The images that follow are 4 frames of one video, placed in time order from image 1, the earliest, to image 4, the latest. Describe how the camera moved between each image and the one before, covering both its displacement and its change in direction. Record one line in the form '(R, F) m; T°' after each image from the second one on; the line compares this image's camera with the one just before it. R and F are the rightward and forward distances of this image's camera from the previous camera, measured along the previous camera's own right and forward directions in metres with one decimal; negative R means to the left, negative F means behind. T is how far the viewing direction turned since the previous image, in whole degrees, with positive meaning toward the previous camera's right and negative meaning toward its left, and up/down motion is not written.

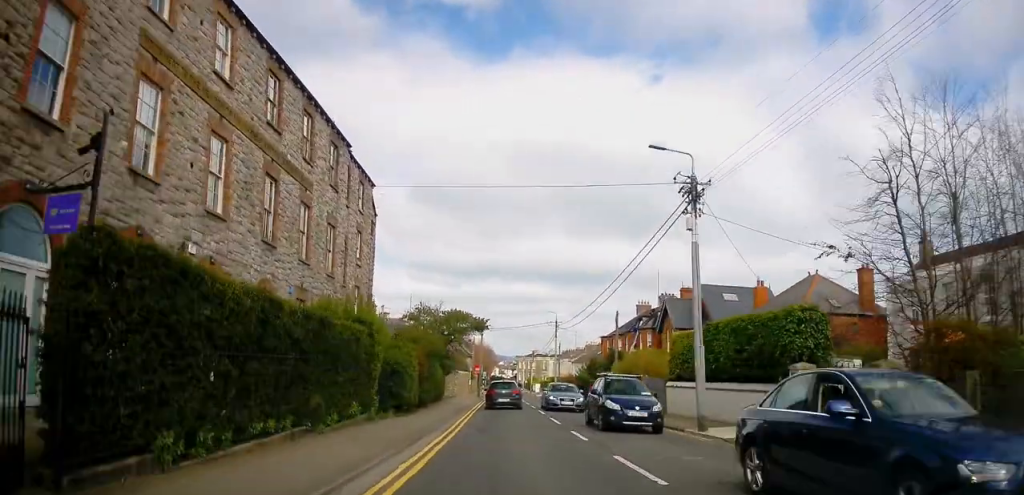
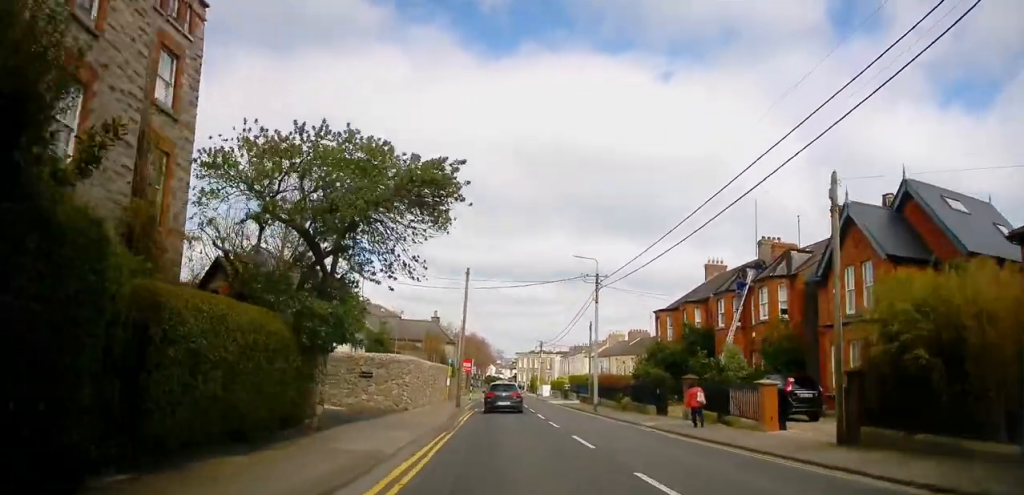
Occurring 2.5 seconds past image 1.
(+0.1, +26.2) m; +2°
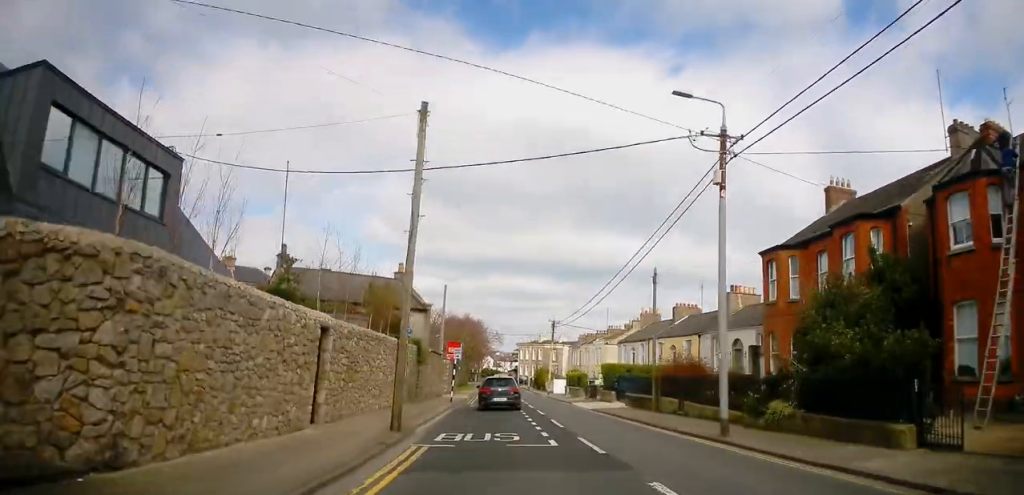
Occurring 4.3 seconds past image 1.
(-0.5, +19.3) m; -2°
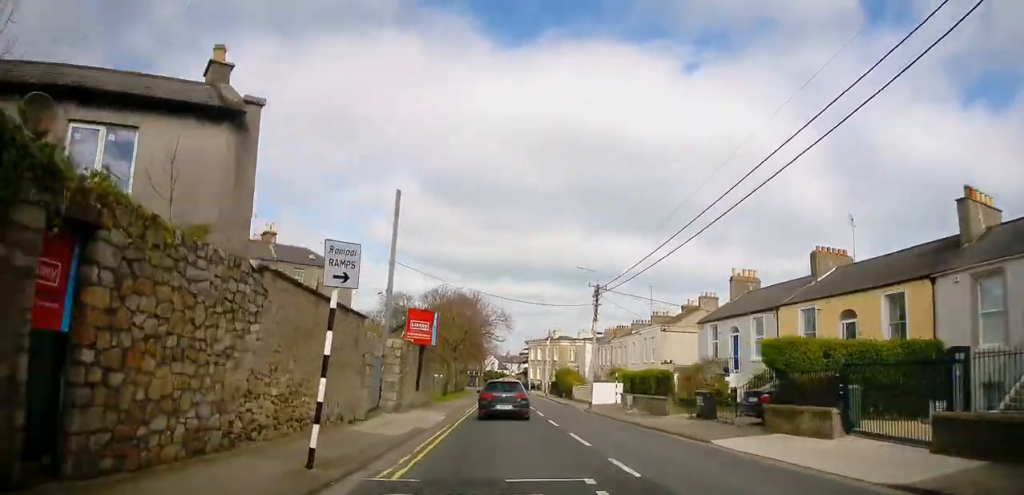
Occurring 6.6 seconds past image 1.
(+0.4, +24.9) m; 0°
